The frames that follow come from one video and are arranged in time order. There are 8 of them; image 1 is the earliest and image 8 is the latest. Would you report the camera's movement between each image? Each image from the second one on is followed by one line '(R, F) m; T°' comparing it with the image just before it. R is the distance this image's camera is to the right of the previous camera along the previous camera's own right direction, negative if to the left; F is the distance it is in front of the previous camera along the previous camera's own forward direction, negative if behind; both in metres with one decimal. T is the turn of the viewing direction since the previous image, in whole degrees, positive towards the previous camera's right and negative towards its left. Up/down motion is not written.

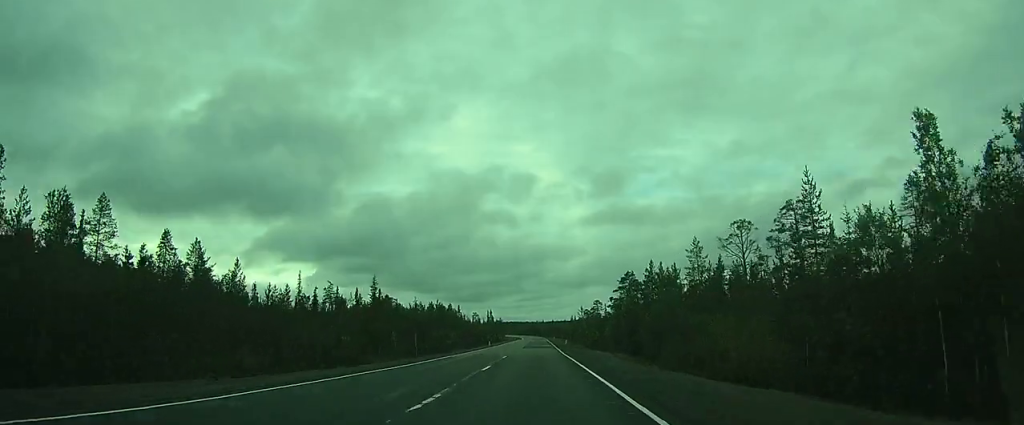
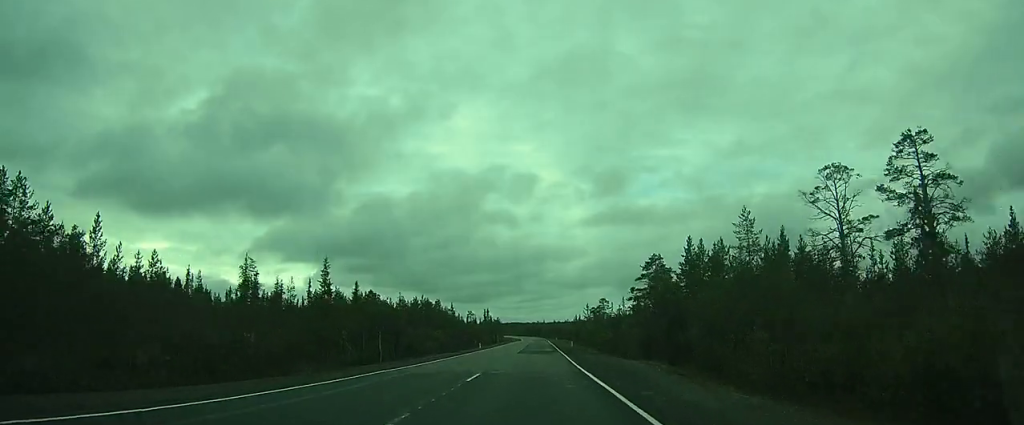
(0.0, +15.9) m; 0°
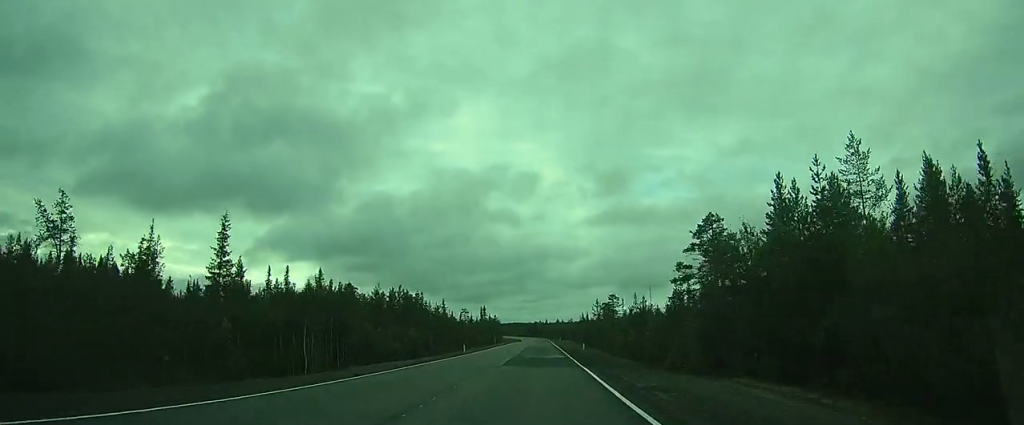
(+0.1, +18.0) m; 0°
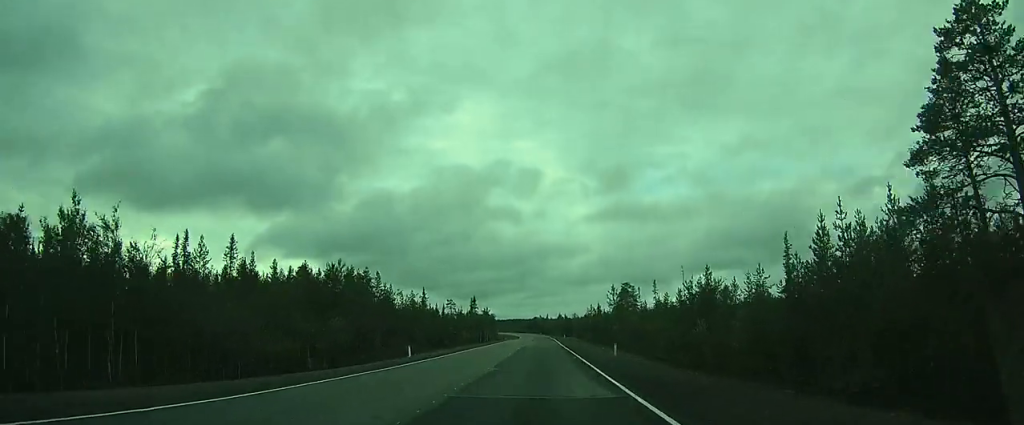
(0.0, +25.4) m; 0°
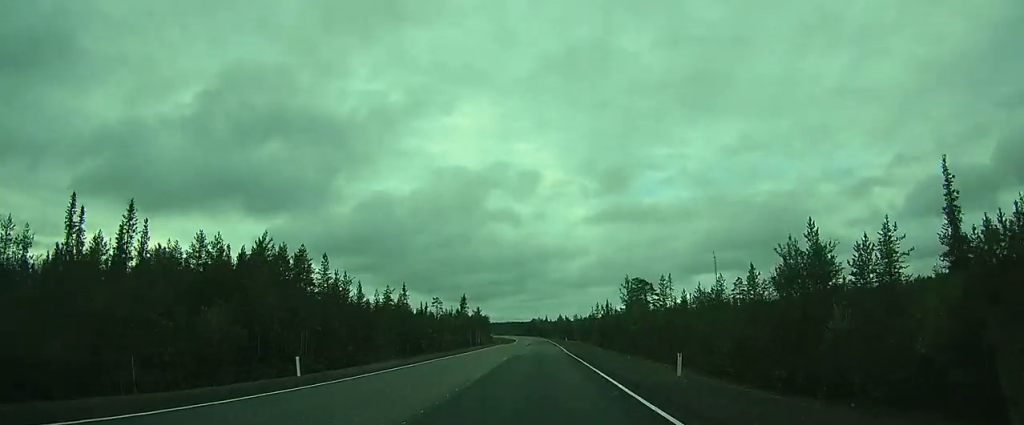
(0.0, +16.3) m; 0°
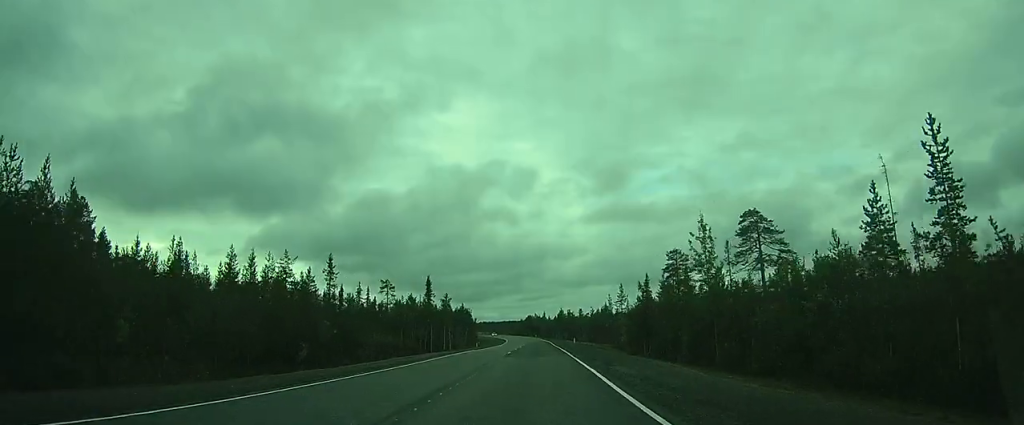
(0.0, +36.1) m; 0°
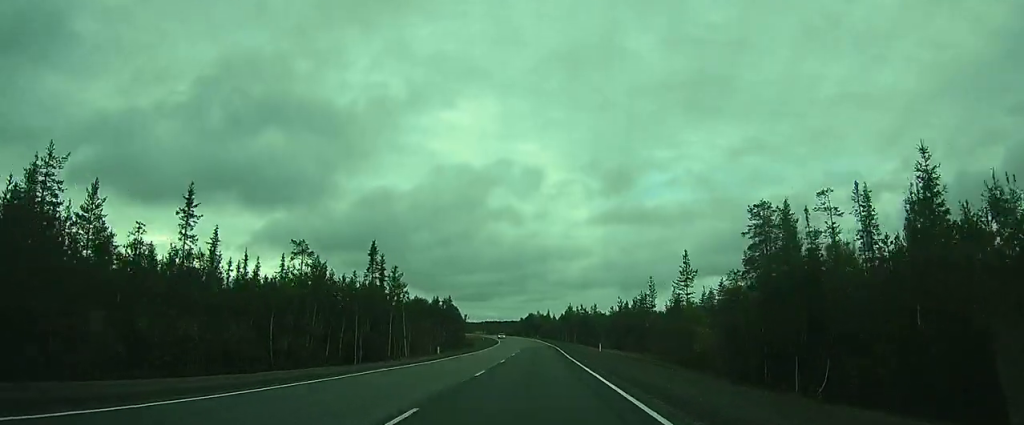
(+0.1, +30.9) m; 0°
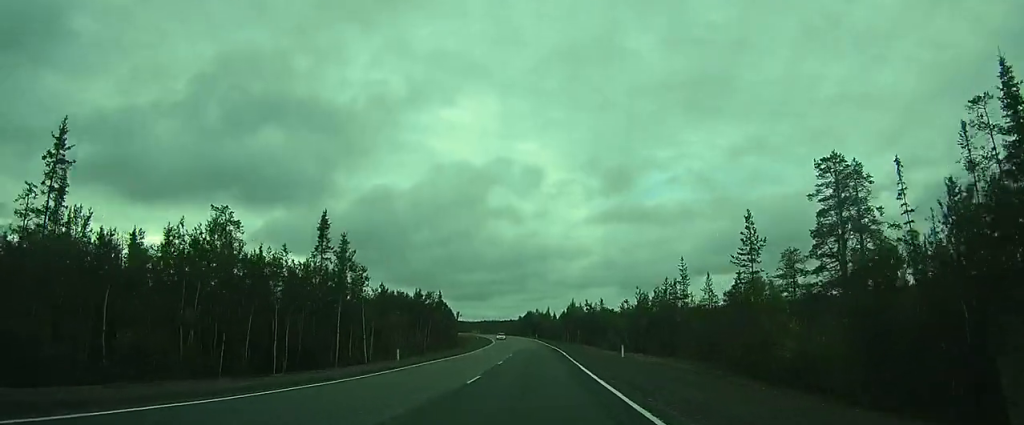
(0.0, +13.3) m; 0°
